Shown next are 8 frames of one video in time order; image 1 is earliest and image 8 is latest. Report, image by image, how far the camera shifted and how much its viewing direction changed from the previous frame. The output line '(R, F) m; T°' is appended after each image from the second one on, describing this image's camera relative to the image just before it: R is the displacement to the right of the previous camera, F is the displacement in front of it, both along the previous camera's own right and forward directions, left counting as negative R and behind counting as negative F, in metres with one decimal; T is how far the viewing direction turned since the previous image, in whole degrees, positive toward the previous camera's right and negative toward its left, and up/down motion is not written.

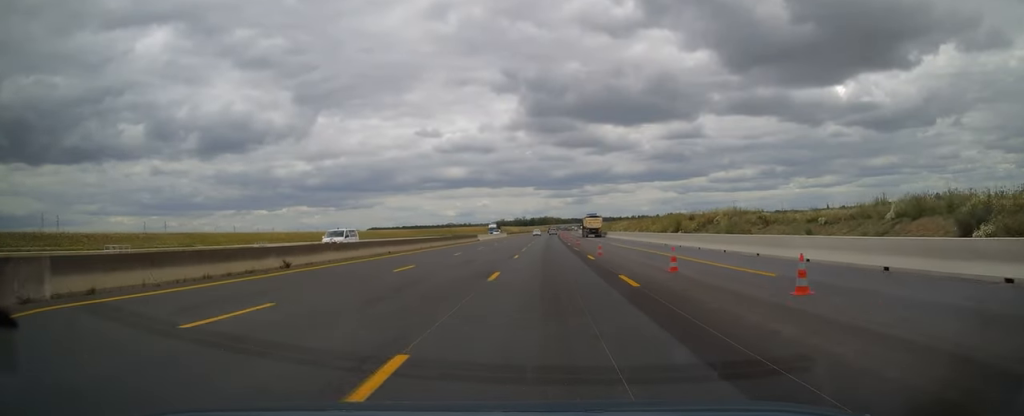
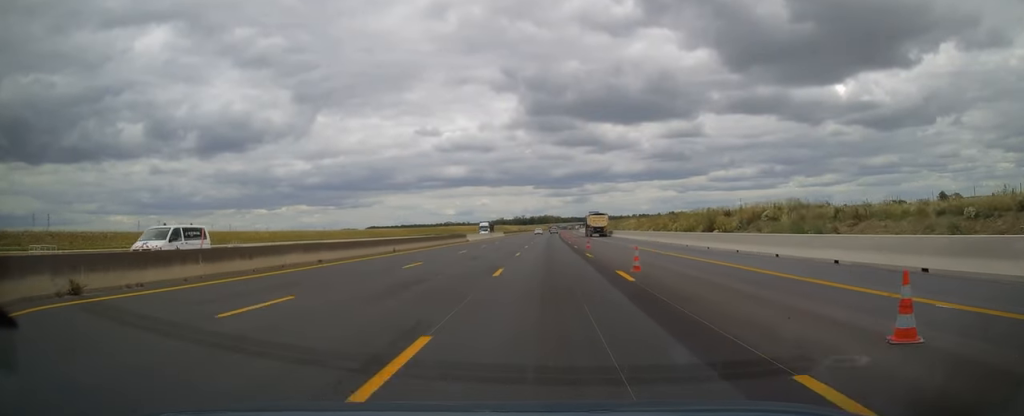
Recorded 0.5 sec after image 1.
(+0.1, +11.8) m; 0°
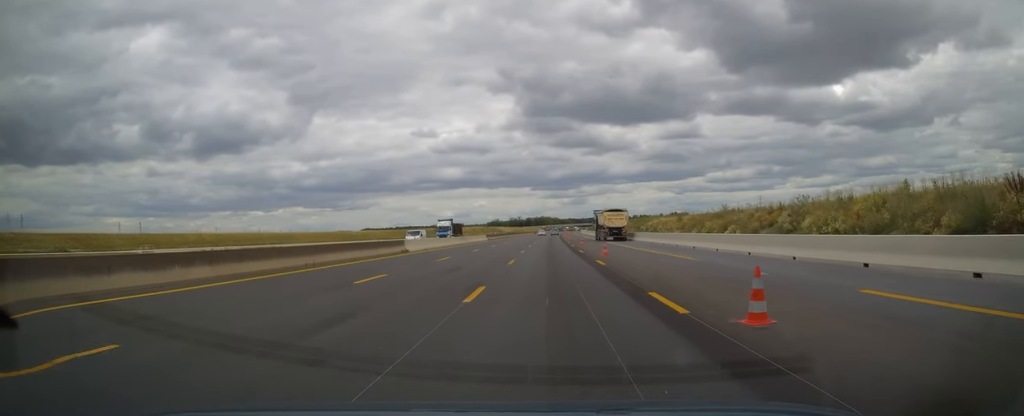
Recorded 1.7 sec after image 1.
(0.0, +31.6) m; 0°
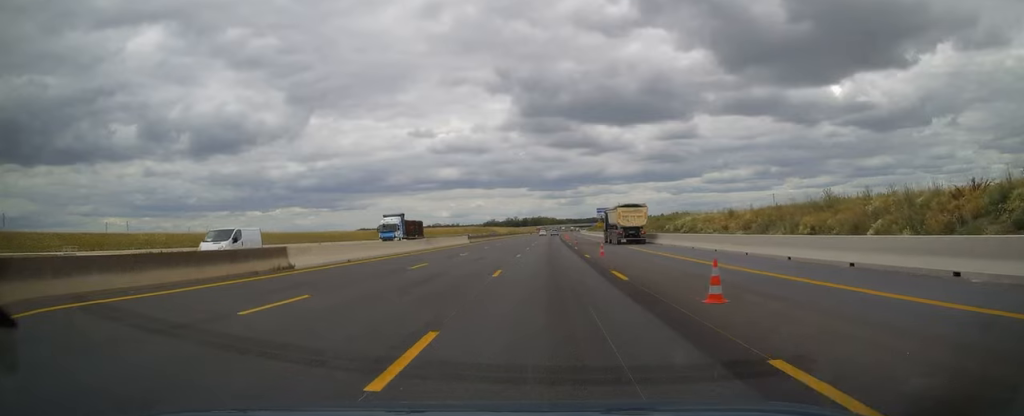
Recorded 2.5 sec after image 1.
(0.0, +19.4) m; 0°
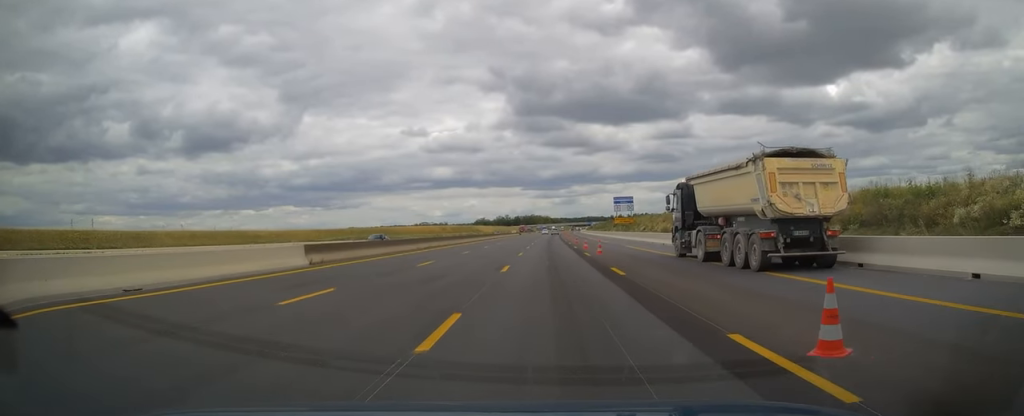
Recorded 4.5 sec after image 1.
(+0.6, +50.2) m; +1°
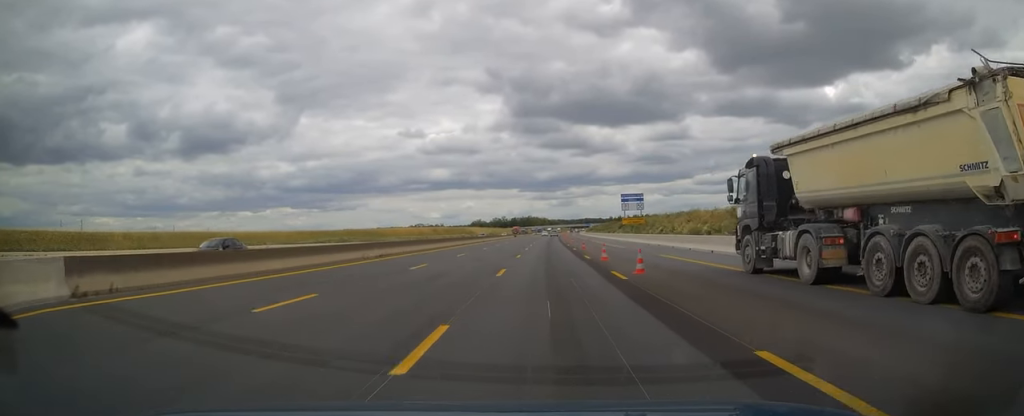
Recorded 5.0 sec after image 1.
(0.0, +13.9) m; 0°
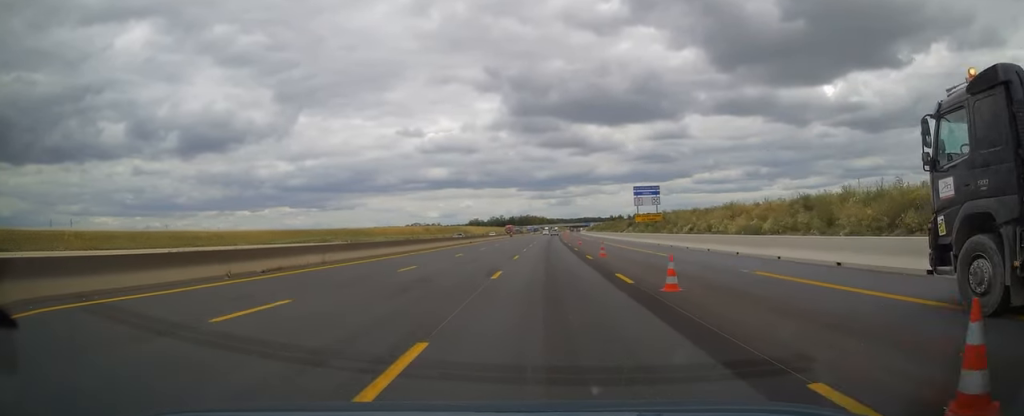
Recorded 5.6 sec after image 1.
(-0.1, +14.3) m; 0°
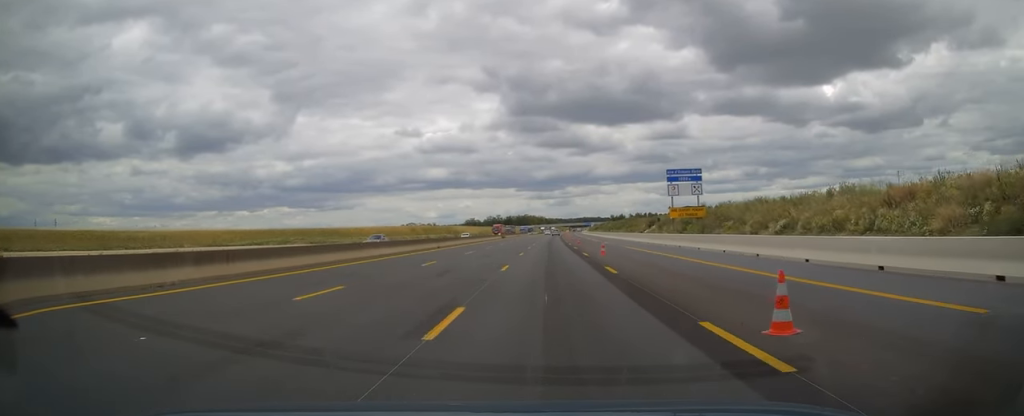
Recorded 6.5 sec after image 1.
(+0.1, +22.4) m; 0°
